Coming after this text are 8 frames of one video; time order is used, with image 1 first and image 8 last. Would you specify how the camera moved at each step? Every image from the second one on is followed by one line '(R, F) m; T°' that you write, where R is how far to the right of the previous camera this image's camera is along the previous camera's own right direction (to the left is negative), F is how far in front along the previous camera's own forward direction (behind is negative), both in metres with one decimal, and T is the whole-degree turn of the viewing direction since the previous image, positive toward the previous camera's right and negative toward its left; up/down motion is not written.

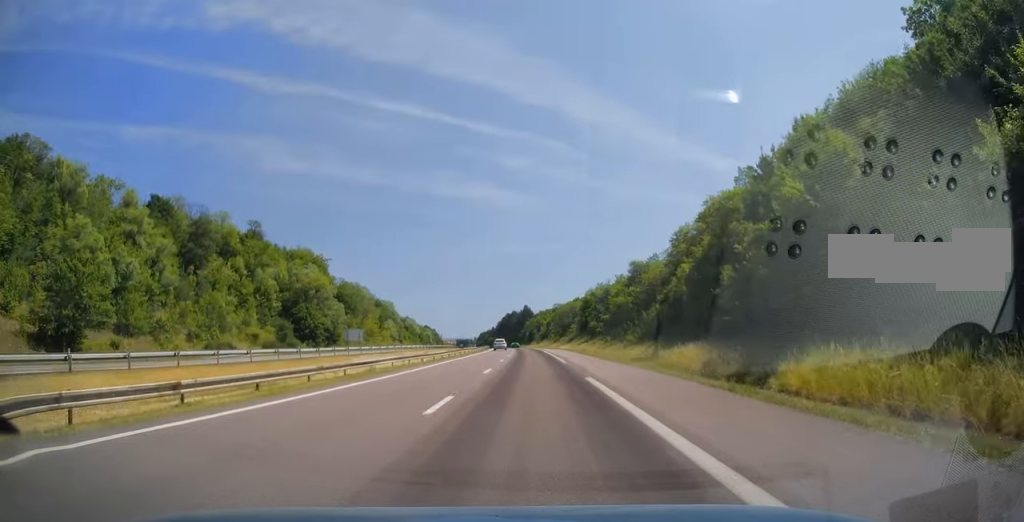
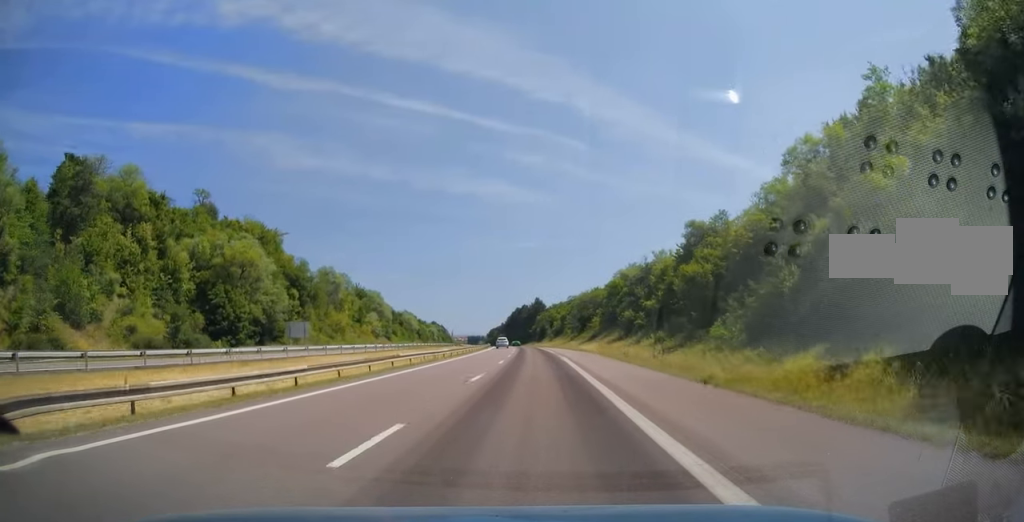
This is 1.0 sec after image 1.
(-0.4, +30.9) m; -1°
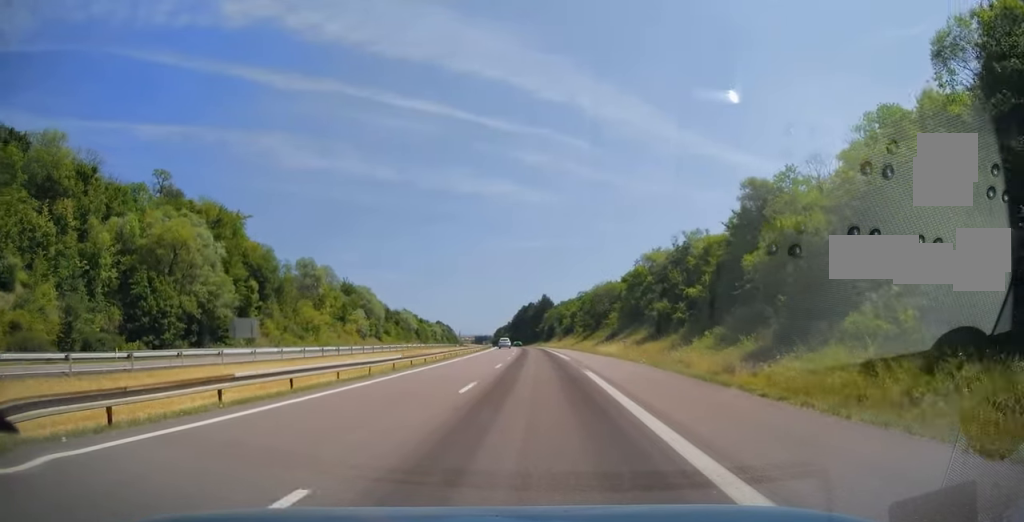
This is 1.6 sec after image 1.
(-0.2, +17.2) m; 0°
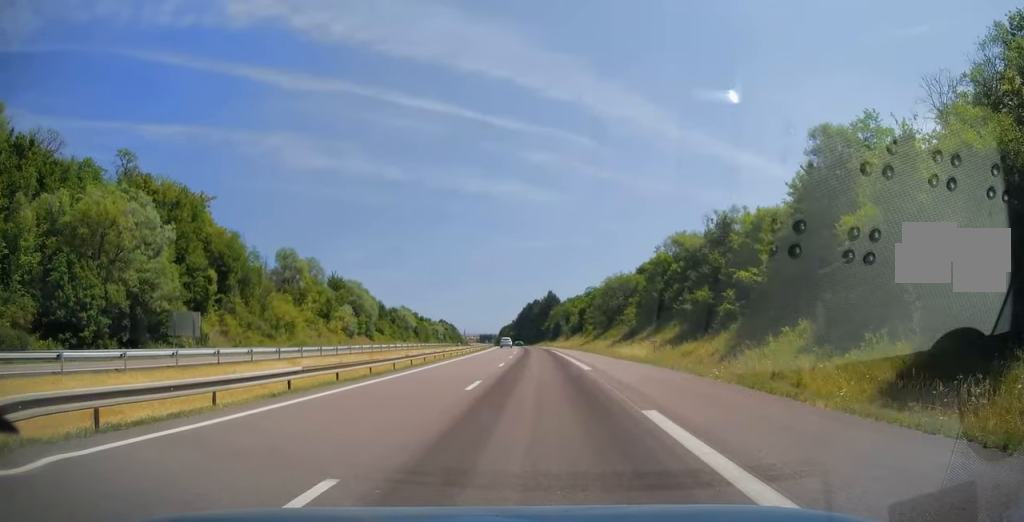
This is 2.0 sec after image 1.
(0.0, +12.7) m; 0°
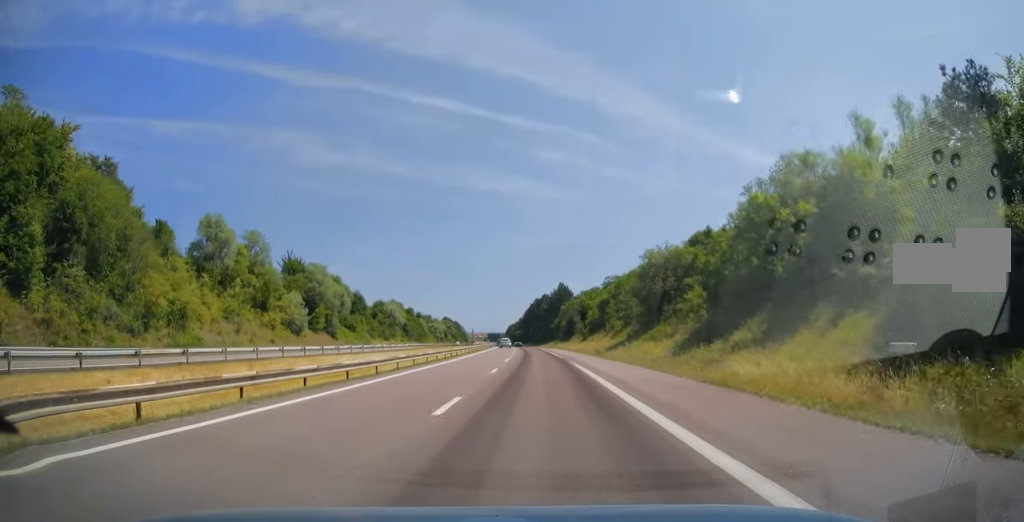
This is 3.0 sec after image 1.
(-0.2, +31.1) m; -1°
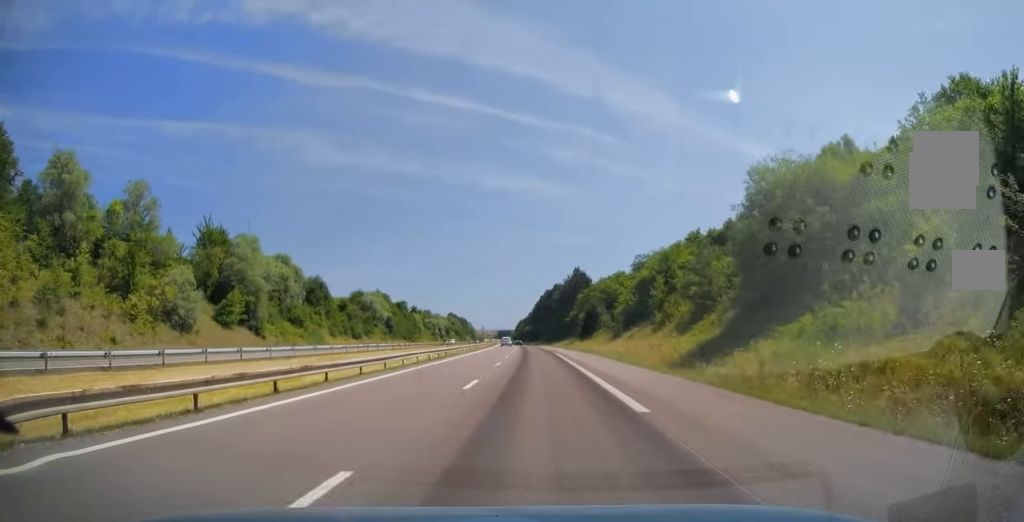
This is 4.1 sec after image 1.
(-0.3, +34.1) m; -1°
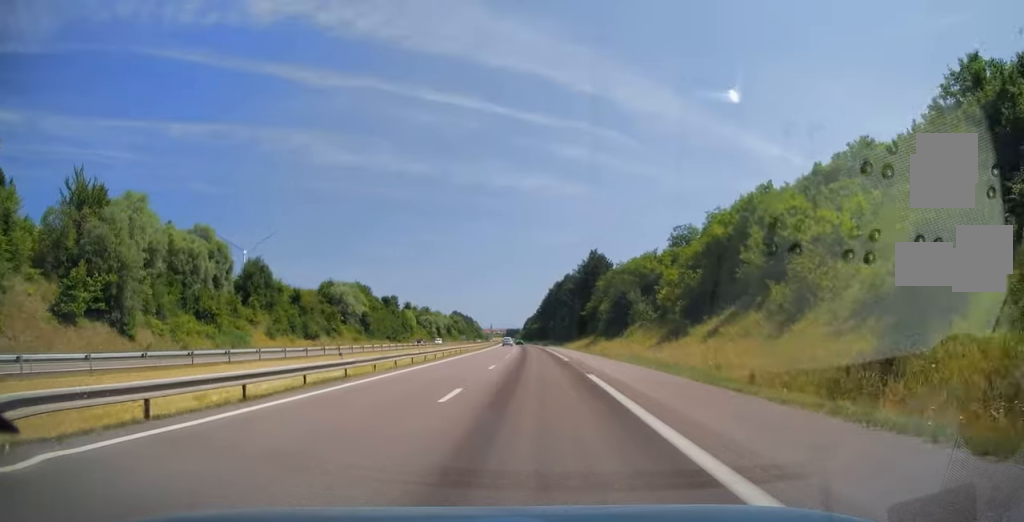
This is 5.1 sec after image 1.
(-0.2, +29.5) m; -1°
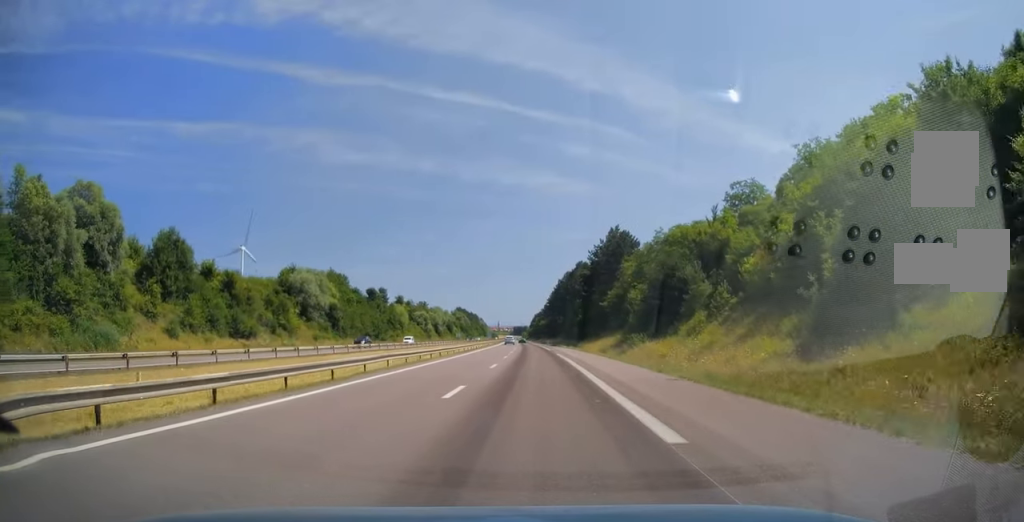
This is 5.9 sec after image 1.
(-0.2, +25.5) m; -1°
